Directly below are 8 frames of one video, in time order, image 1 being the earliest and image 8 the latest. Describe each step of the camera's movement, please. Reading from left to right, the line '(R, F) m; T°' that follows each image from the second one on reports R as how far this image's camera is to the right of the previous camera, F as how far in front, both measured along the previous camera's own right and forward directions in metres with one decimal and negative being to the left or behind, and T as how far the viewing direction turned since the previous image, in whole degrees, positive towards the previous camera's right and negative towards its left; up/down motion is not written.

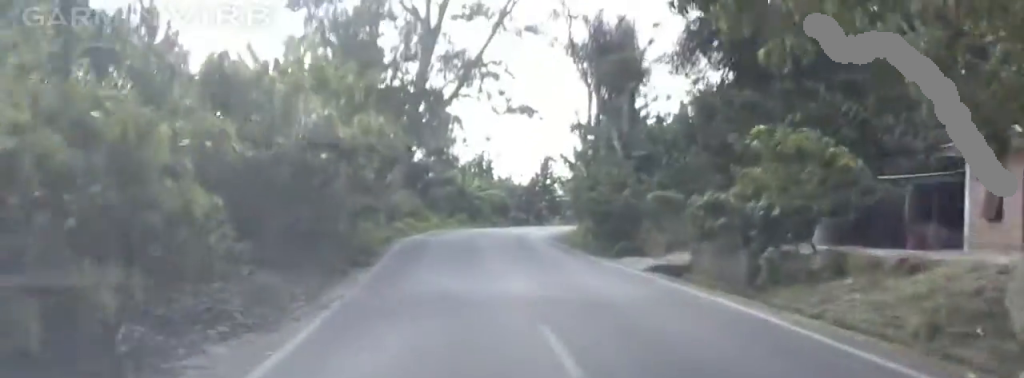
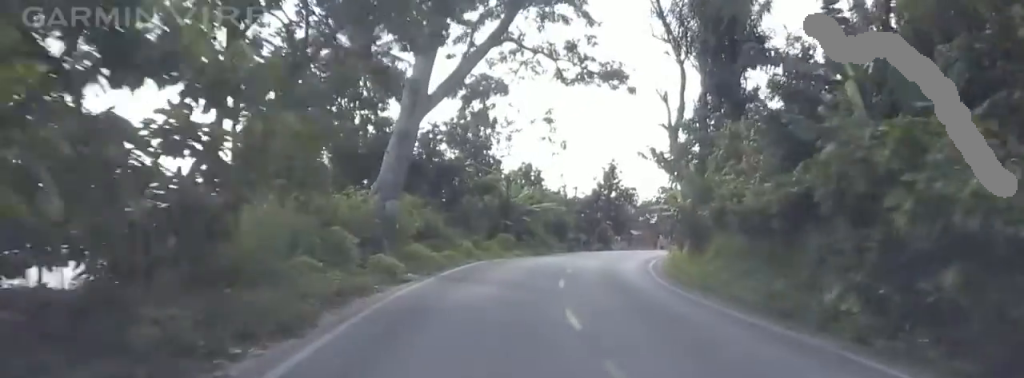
(+0.7, +21.4) m; +4°
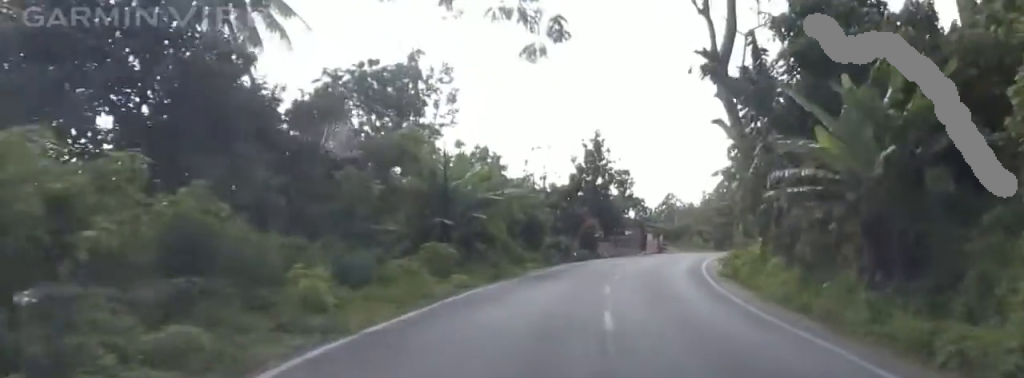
(-1.0, +23.2) m; 0°
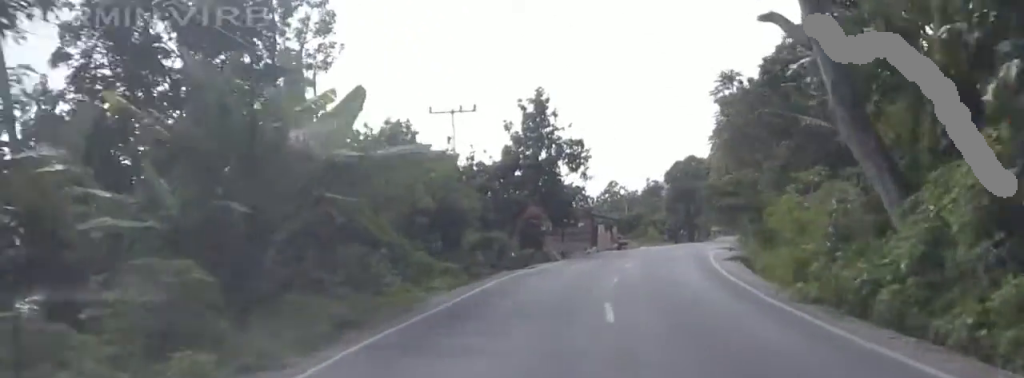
(+2.0, +16.6) m; +6°
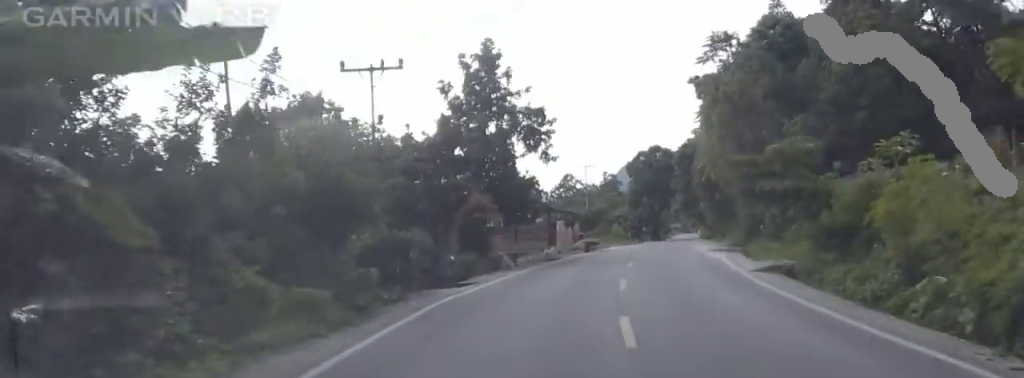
(-0.8, +11.1) m; +4°
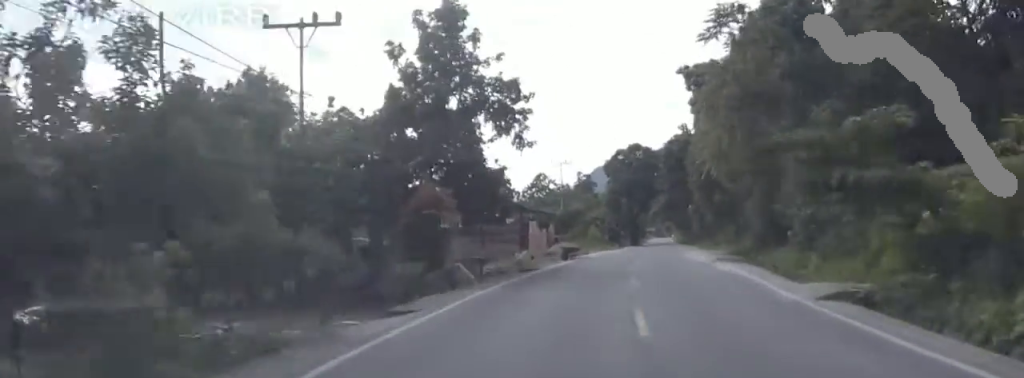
(+0.8, +7.1) m; +3°
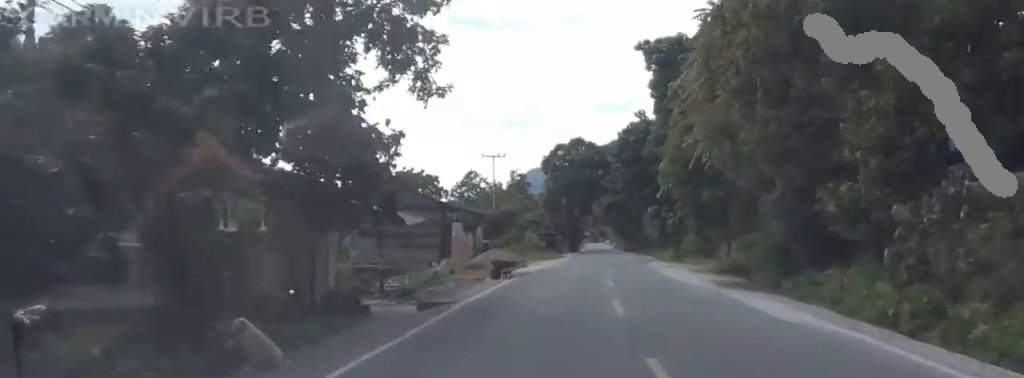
(+1.0, +12.0) m; +4°
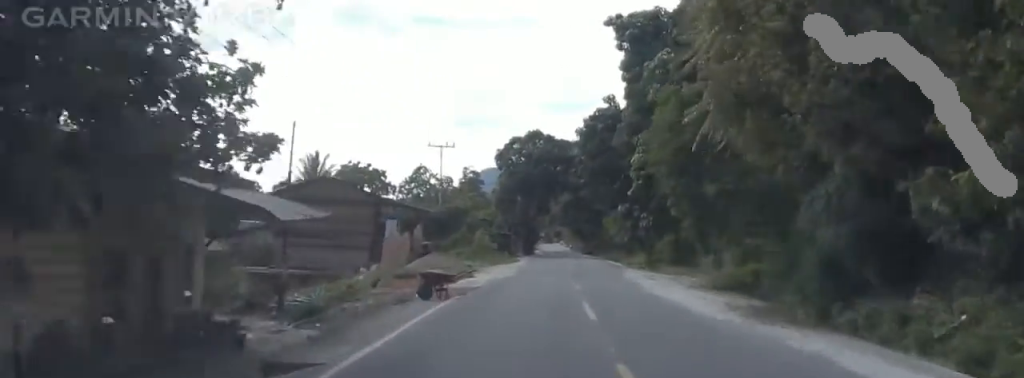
(-0.3, +8.0) m; 0°
